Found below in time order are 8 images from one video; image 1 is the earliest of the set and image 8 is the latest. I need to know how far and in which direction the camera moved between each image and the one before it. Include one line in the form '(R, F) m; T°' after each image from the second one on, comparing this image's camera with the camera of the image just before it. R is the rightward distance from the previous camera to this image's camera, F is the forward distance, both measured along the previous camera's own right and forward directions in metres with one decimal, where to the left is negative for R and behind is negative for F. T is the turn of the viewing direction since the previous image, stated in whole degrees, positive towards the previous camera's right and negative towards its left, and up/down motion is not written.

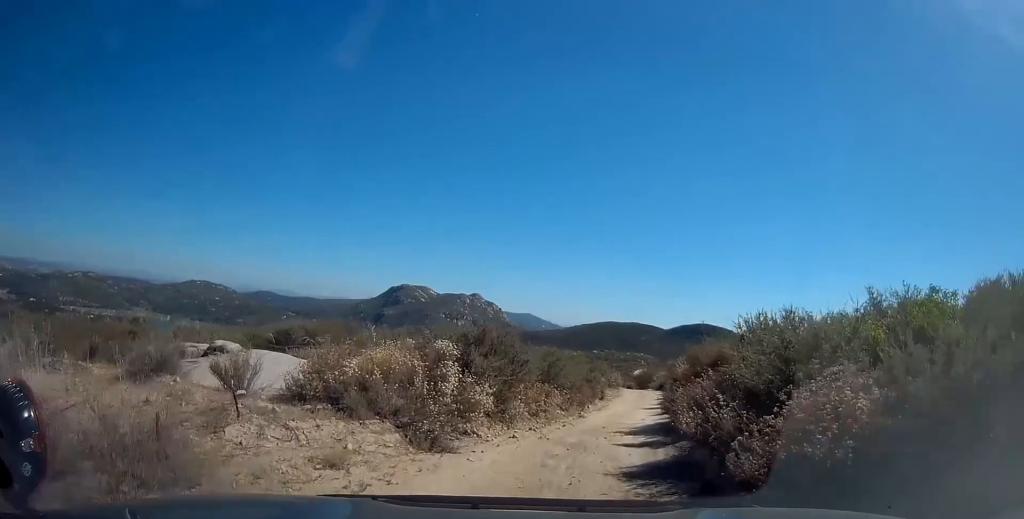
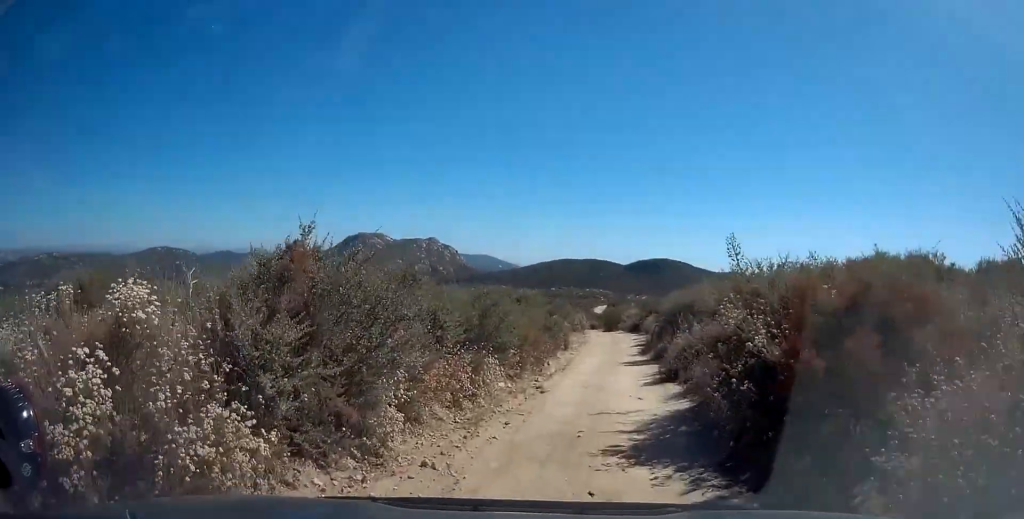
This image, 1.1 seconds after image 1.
(+0.8, +7.9) m; +2°
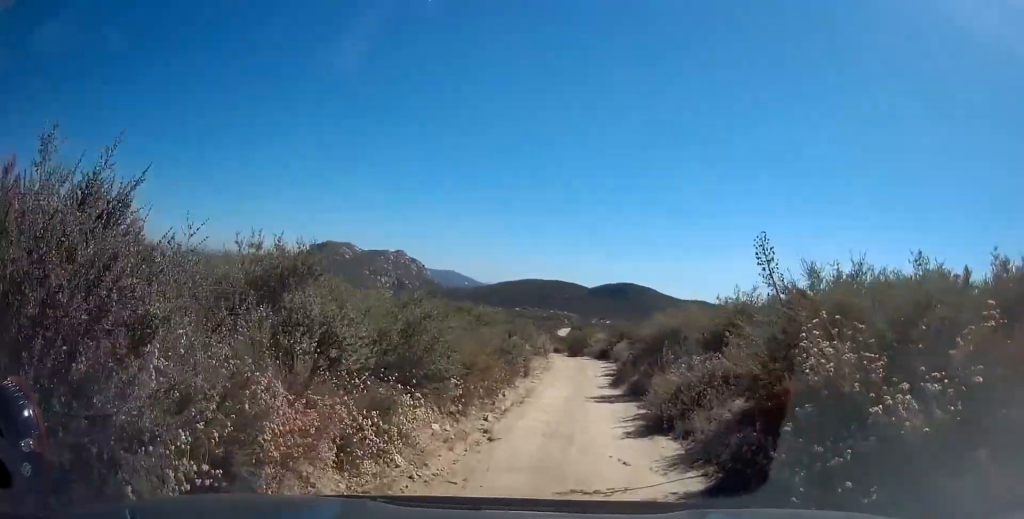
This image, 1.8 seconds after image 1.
(-0.4, +3.8) m; 0°
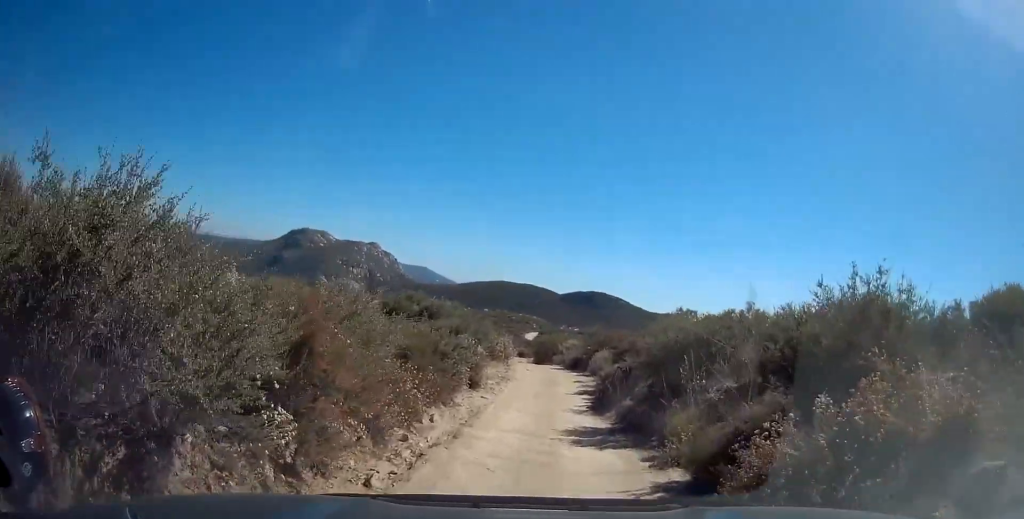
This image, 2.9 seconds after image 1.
(+0.3, +6.7) m; +6°
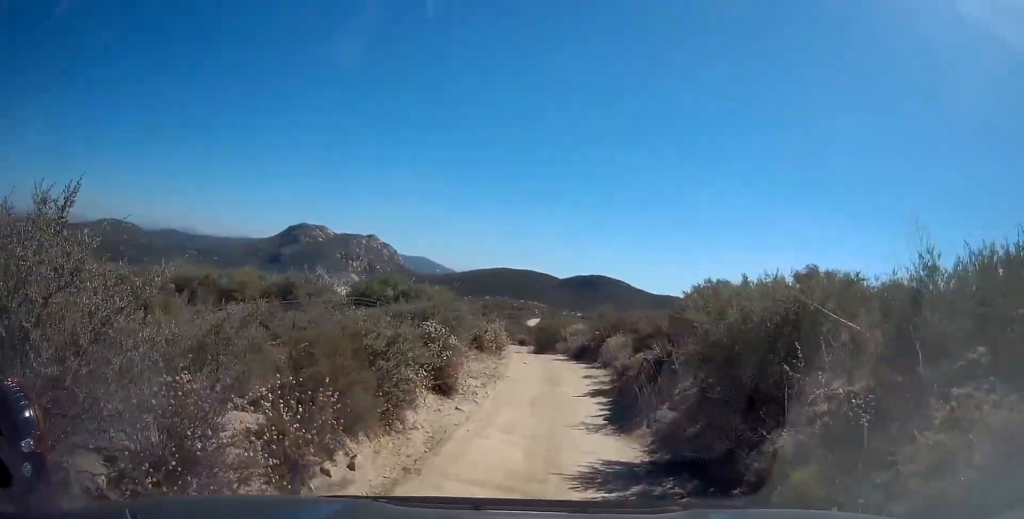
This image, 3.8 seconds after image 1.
(+0.1, +5.0) m; +5°
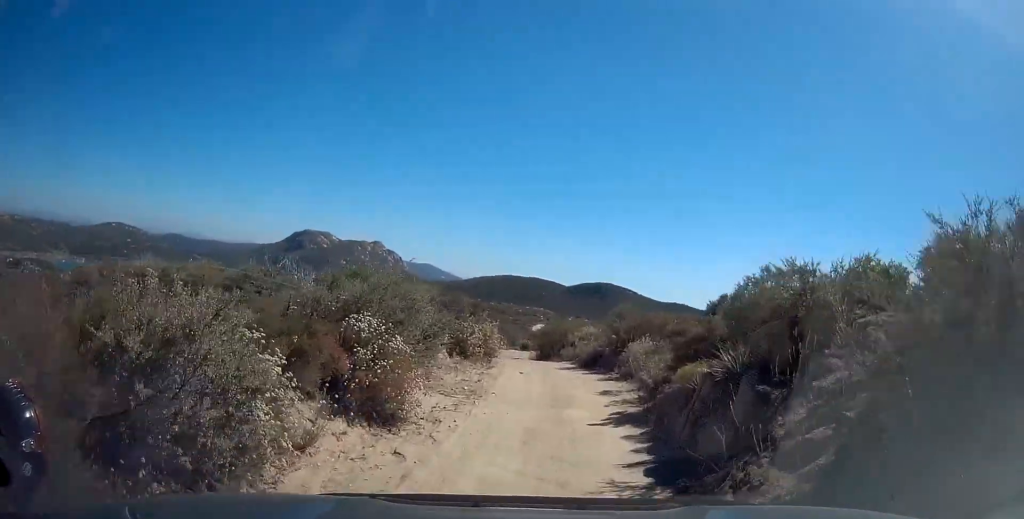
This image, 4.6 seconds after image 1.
(+0.2, +5.1) m; +2°
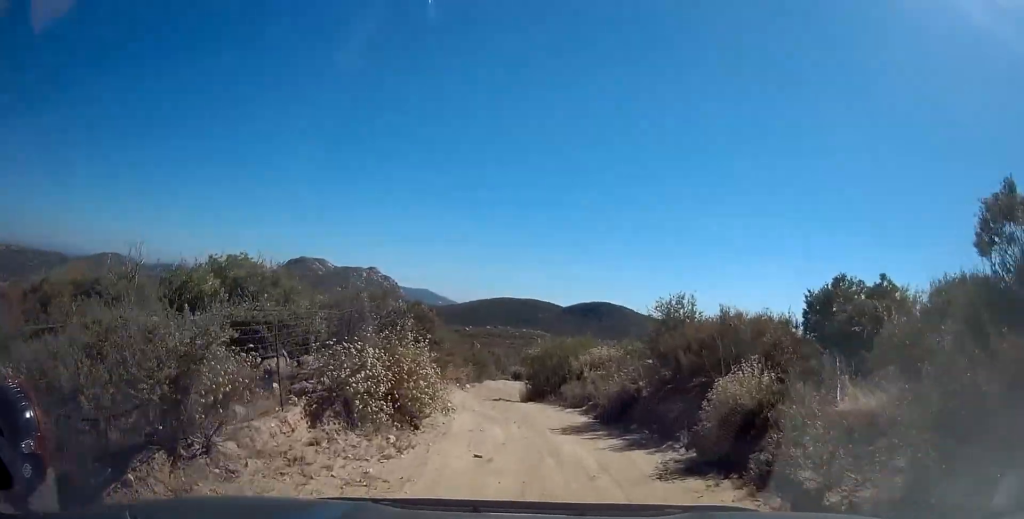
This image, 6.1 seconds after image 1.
(-0.3, +9.9) m; -5°
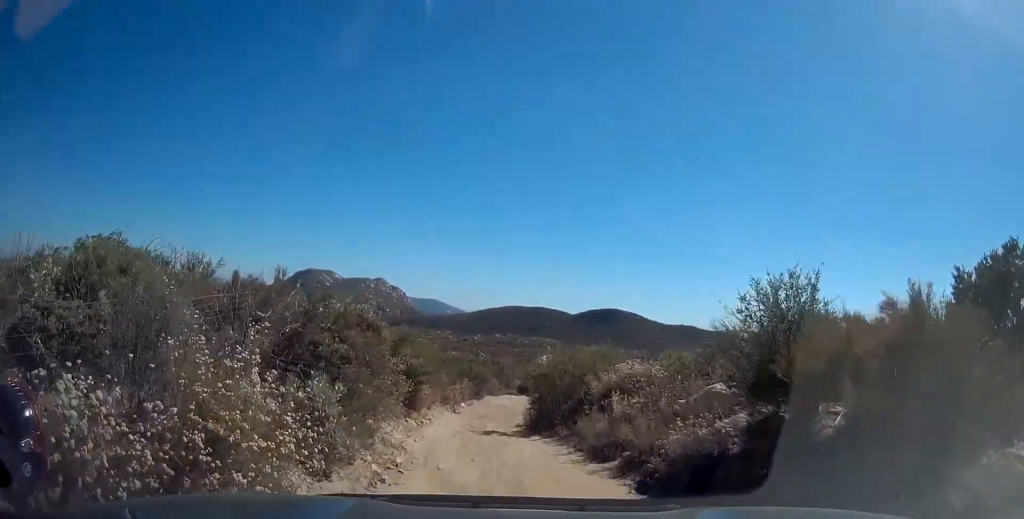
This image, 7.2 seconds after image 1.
(+0.1, +6.1) m; +1°
